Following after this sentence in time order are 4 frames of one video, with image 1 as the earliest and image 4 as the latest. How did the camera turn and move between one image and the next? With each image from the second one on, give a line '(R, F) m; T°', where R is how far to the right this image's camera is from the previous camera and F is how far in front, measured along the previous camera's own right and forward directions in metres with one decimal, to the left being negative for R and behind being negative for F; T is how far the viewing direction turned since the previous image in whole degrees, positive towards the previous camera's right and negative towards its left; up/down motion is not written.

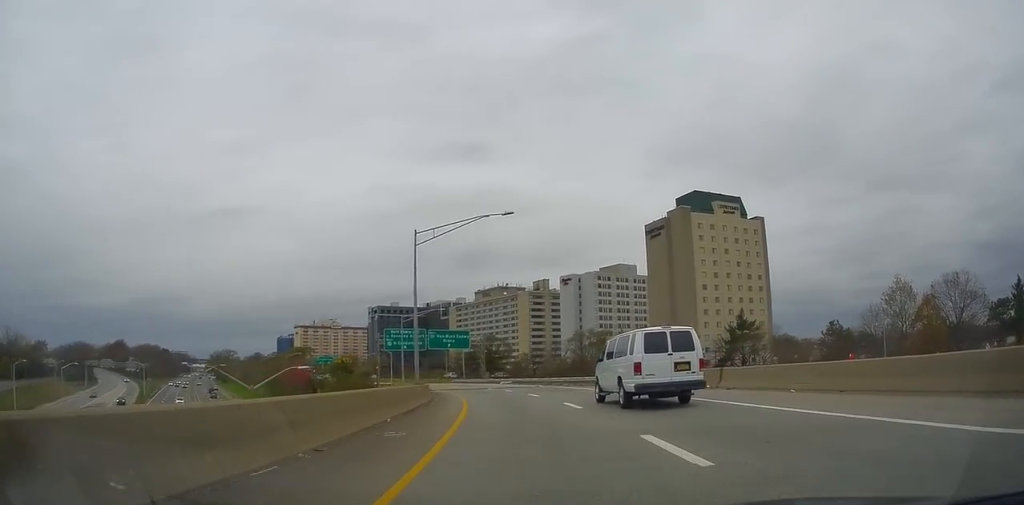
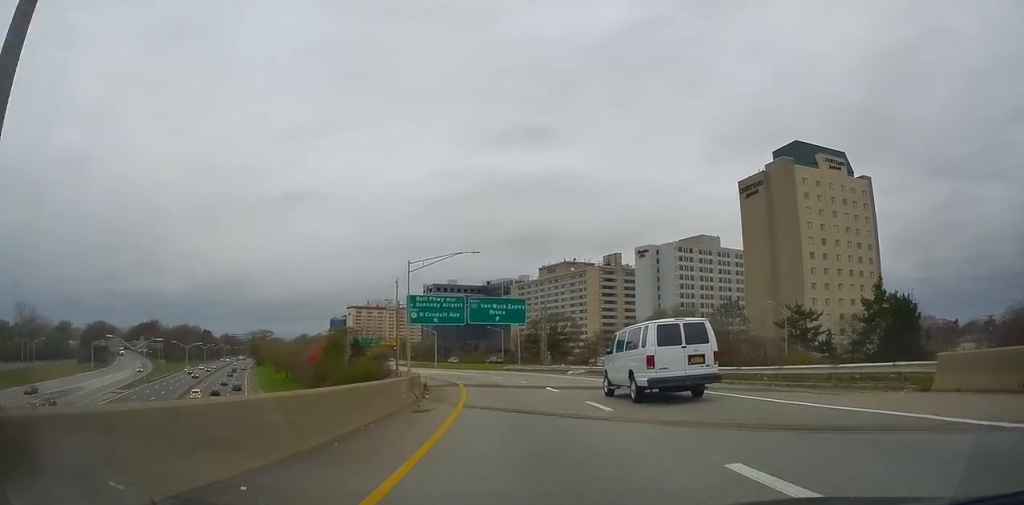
(-1.4, +26.6) m; -4°
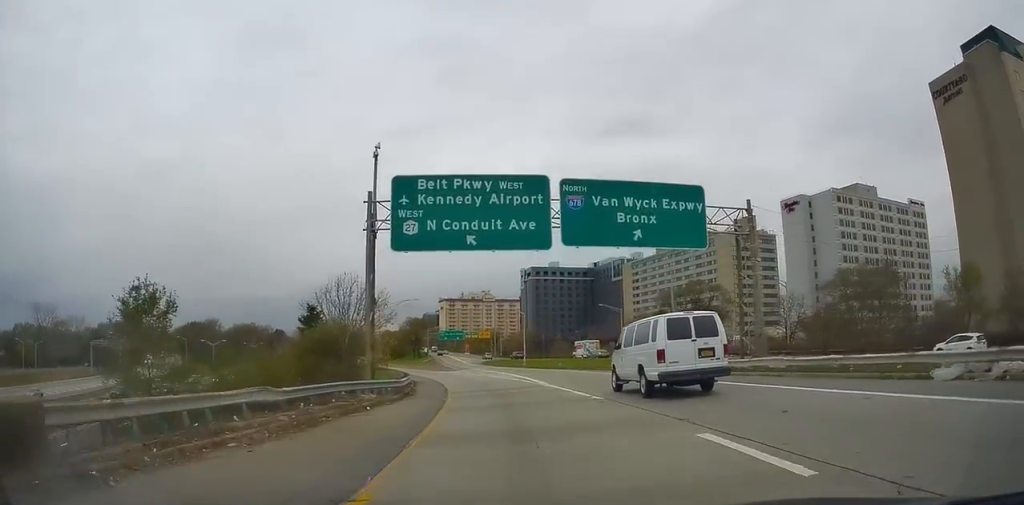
(-2.8, +42.9) m; -9°
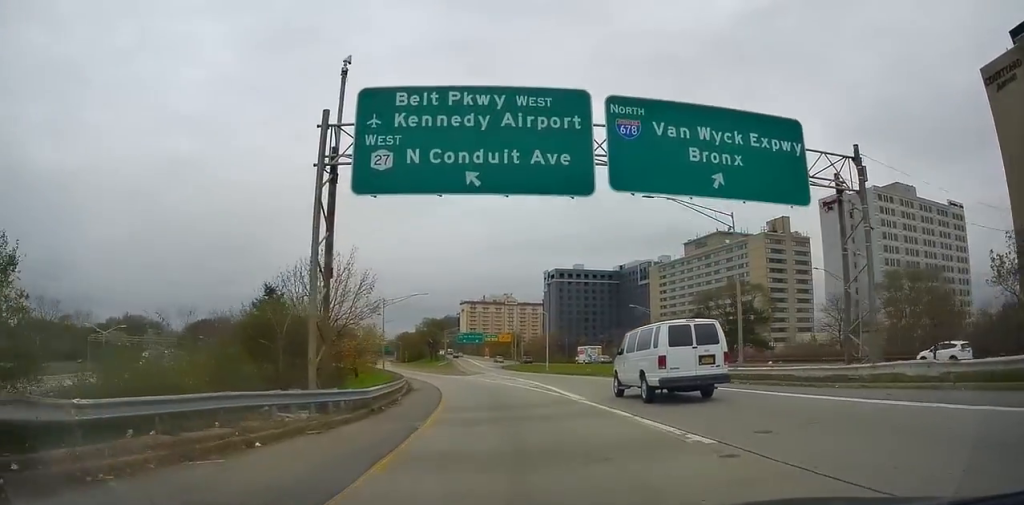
(-0.1, +8.8) m; -2°
